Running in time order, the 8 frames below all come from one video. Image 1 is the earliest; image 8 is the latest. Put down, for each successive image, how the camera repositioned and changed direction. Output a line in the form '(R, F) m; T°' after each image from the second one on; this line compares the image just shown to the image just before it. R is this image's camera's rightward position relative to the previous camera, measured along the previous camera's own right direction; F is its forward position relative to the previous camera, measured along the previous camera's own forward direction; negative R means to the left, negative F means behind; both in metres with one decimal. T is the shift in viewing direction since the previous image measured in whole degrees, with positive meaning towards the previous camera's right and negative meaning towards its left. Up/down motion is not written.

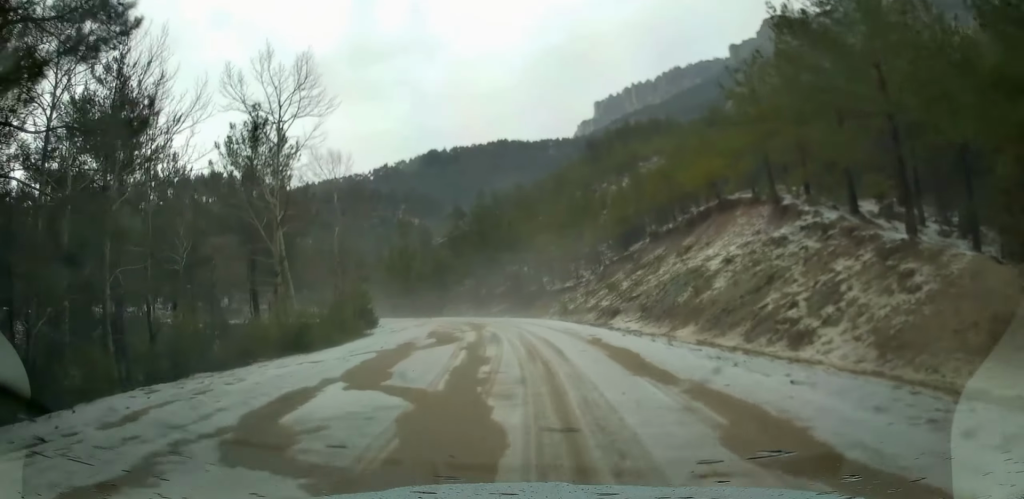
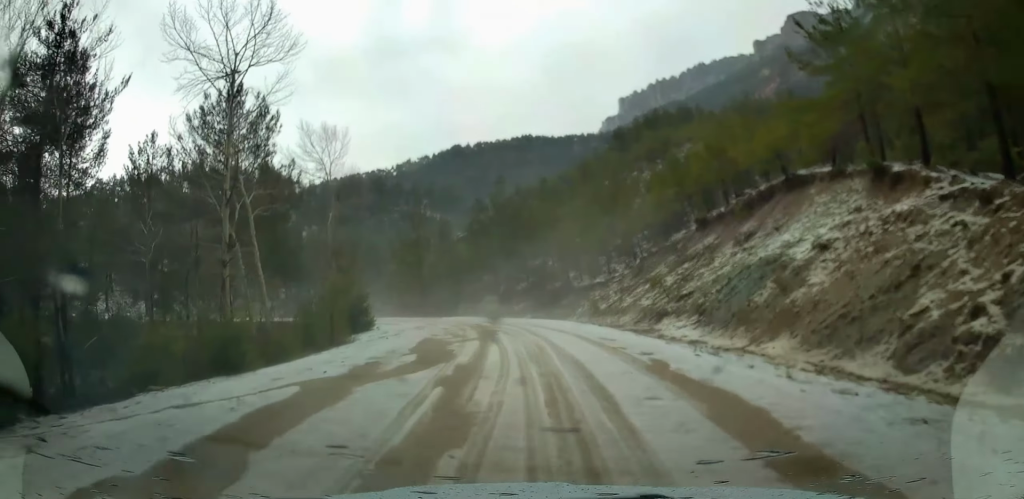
(-0.1, +6.2) m; -1°
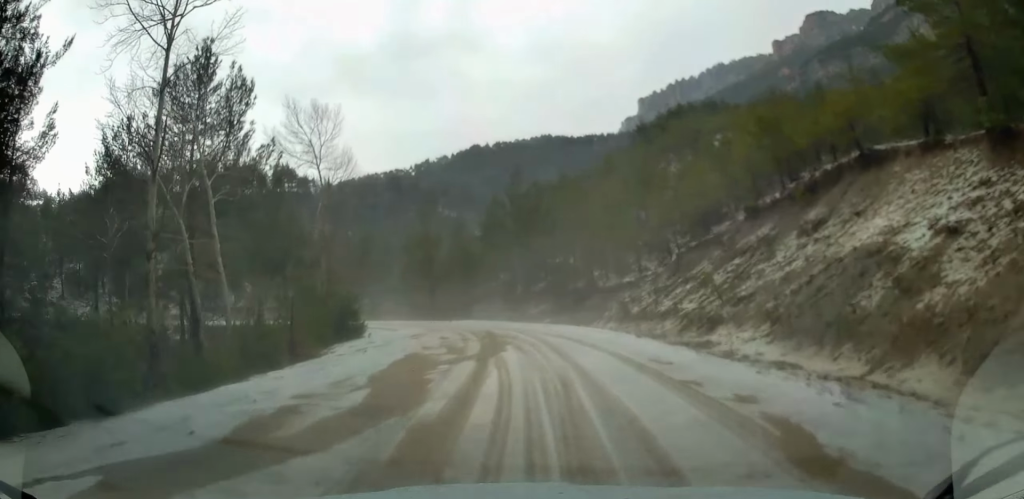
(+0.1, +5.4) m; -2°
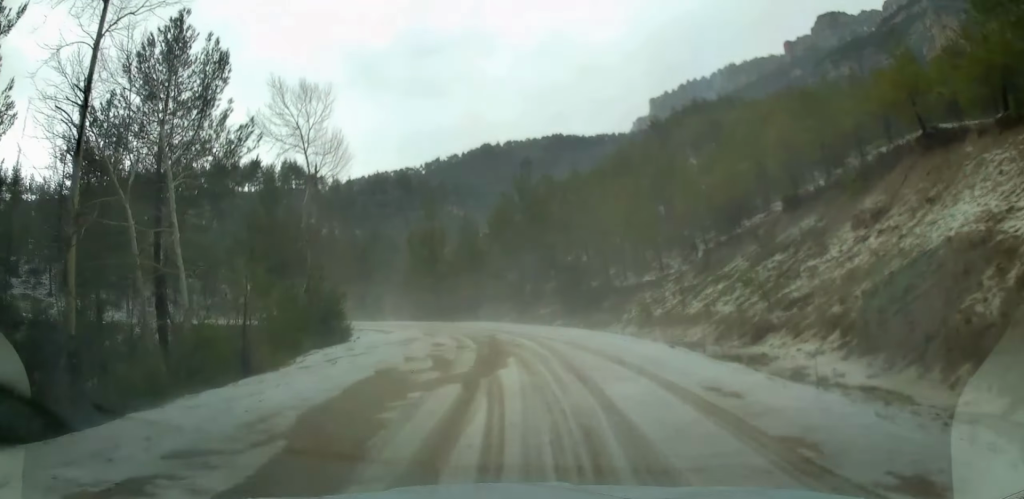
(-0.1, +3.5) m; -2°
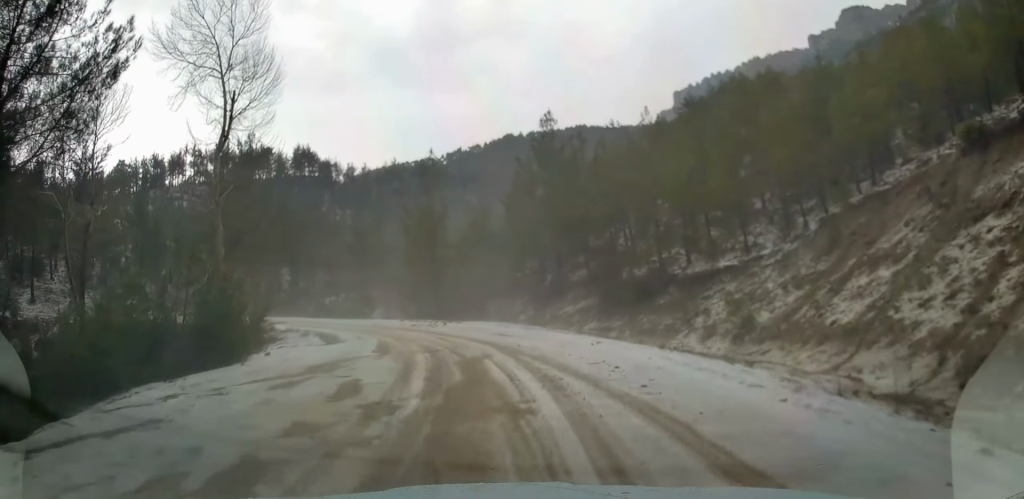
(-0.5, +10.4) m; -7°
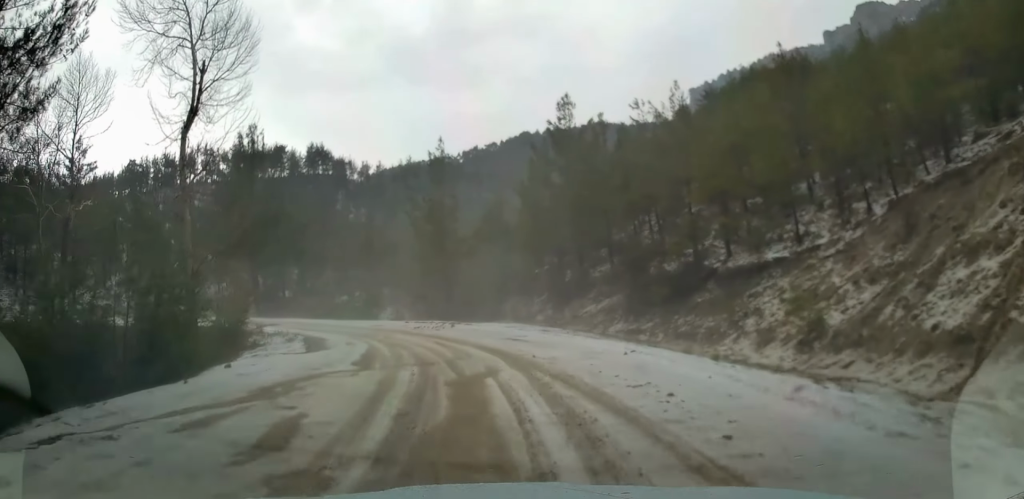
(-0.2, +3.0) m; -1°
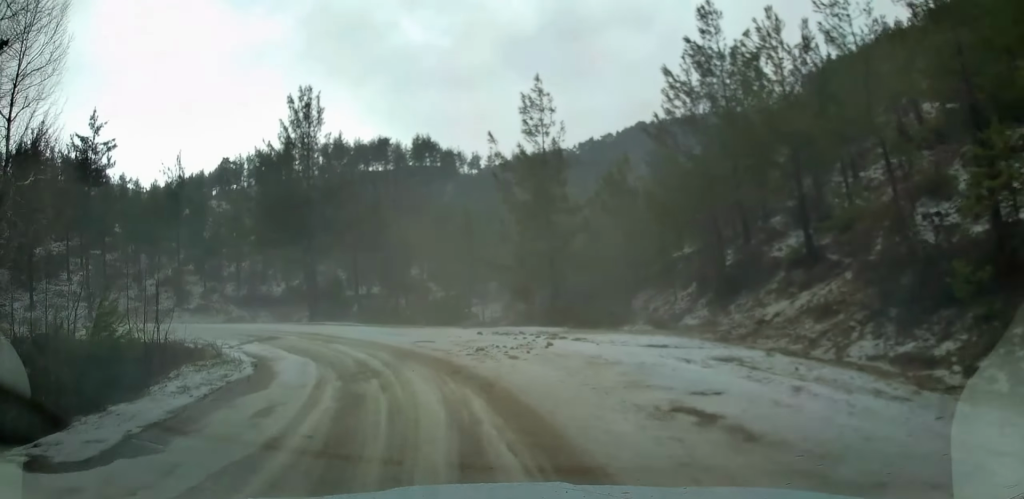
(-0.8, +11.6) m; -12°
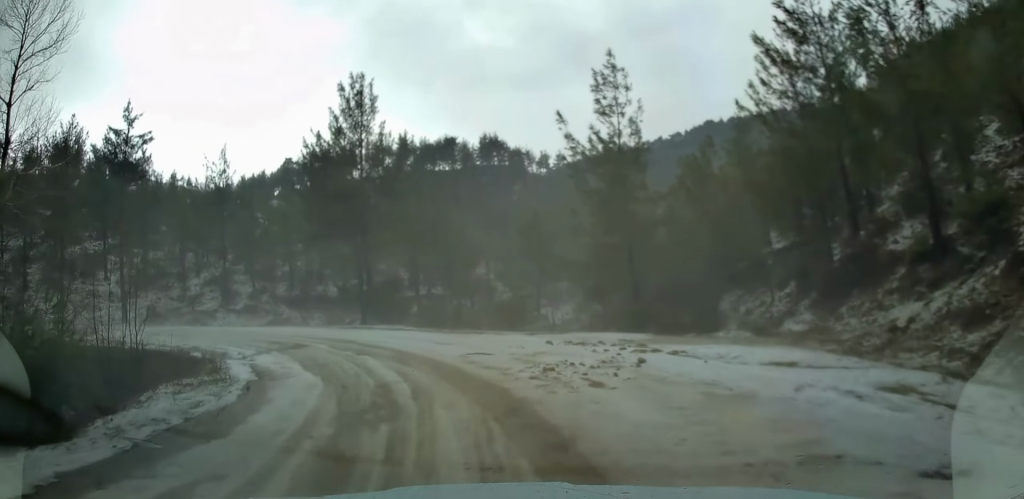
(-0.2, +3.5) m; -6°
